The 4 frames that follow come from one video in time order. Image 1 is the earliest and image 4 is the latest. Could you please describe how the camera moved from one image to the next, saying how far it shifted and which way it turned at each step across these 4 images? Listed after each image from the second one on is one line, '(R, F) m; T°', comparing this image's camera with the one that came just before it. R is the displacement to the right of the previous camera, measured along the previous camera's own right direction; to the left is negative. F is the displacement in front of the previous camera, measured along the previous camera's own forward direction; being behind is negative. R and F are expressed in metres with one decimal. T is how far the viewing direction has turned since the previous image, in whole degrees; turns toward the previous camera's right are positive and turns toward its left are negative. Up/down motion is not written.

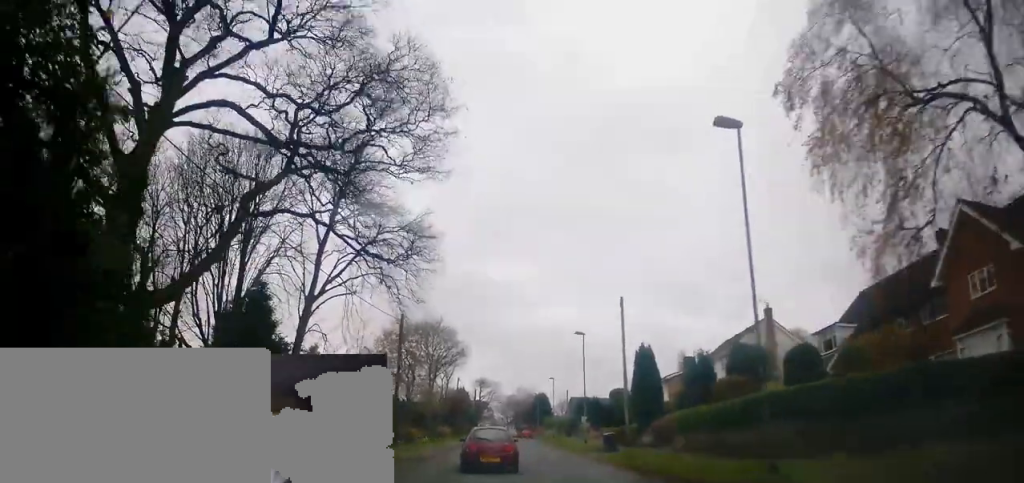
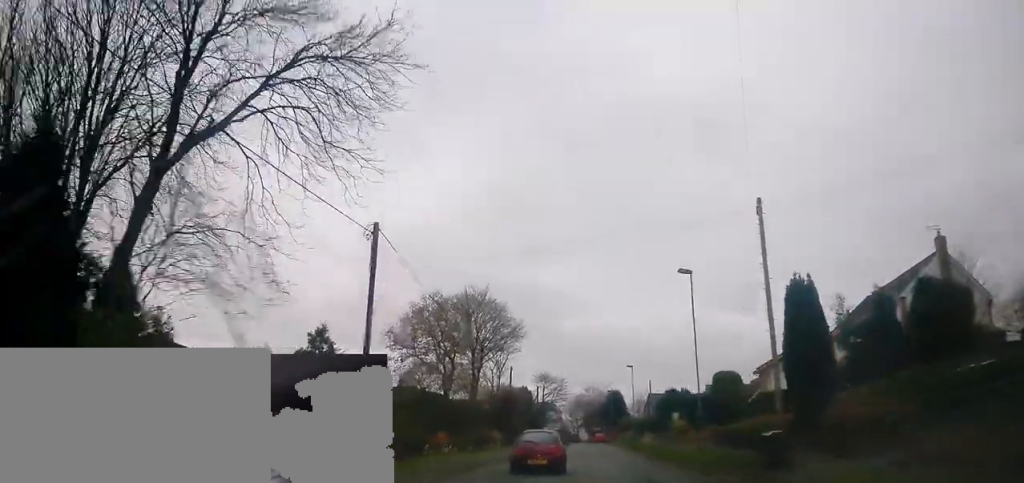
(-1.1, +17.0) m; -3°
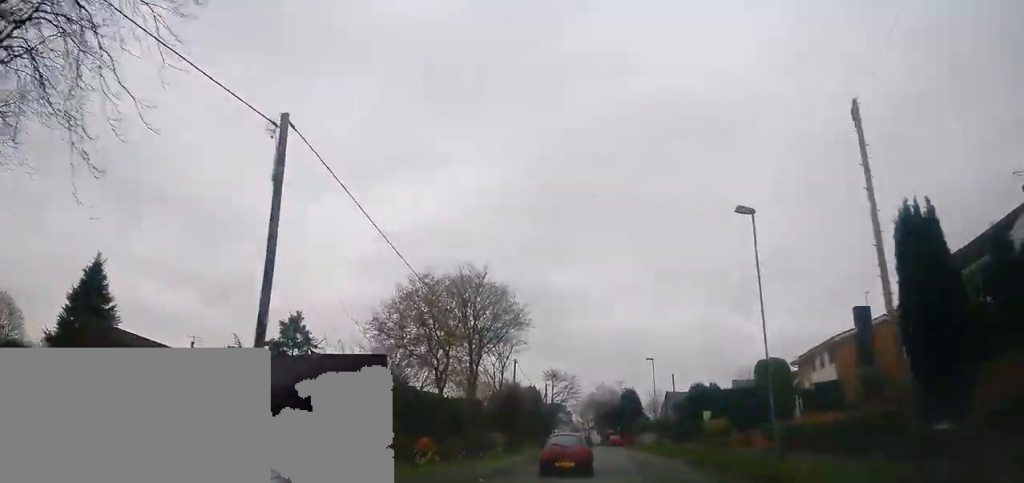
(-0.1, +8.0) m; -1°
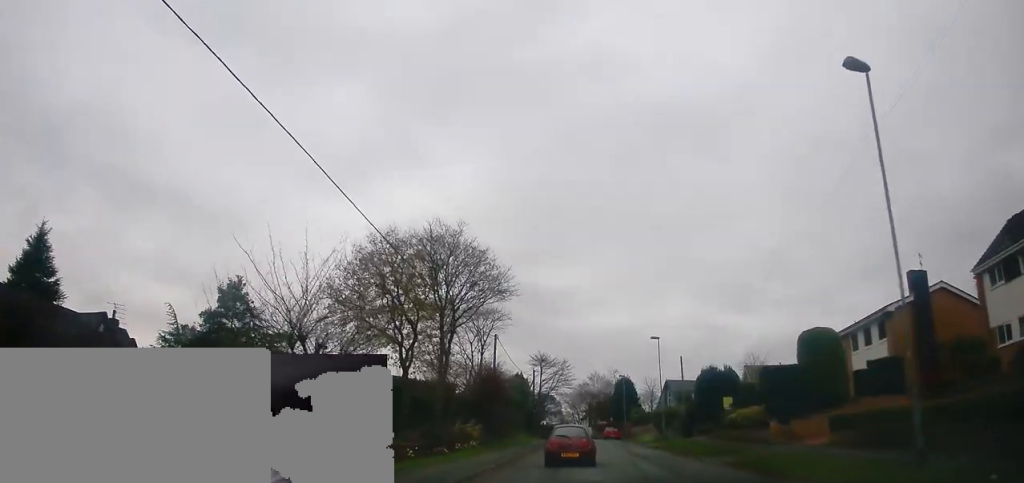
(-0.2, +8.7) m; -2°
